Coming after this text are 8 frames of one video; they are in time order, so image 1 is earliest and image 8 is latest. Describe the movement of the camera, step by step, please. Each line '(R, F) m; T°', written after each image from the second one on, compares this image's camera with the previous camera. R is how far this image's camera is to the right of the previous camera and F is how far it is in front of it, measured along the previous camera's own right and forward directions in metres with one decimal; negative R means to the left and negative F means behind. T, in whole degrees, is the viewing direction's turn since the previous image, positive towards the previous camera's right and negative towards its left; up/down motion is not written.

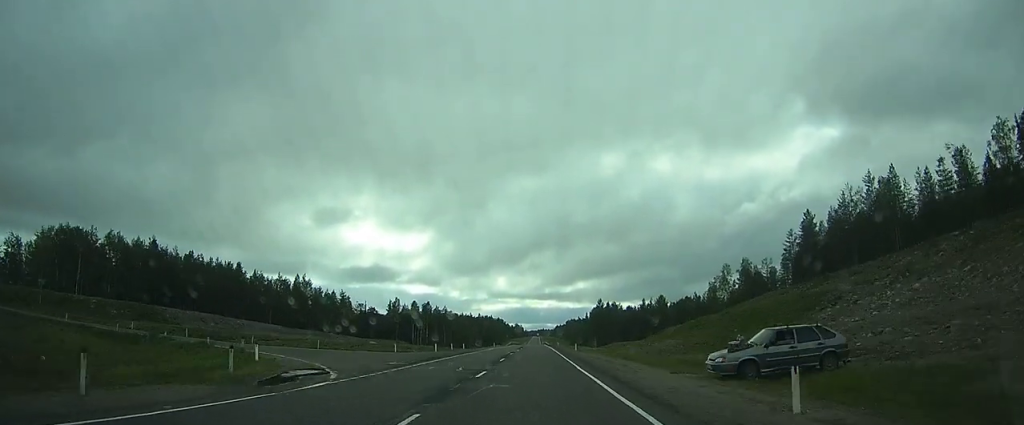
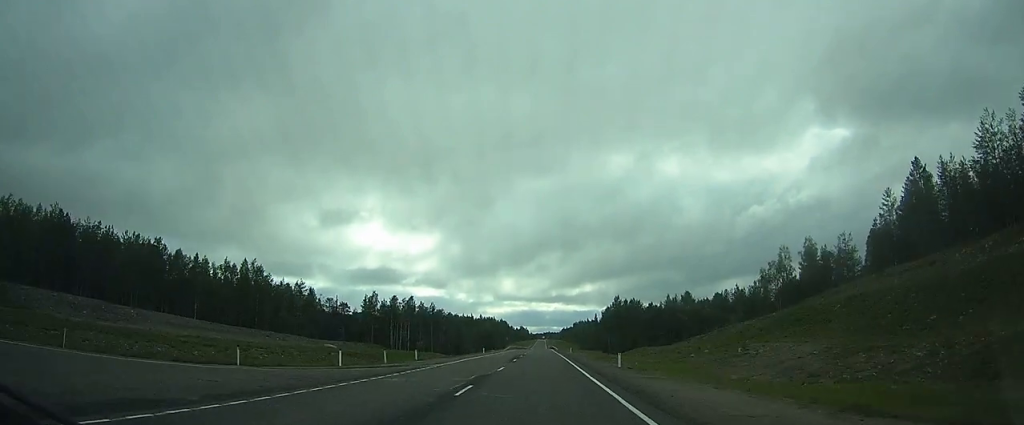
(+0.2, +30.3) m; -1°
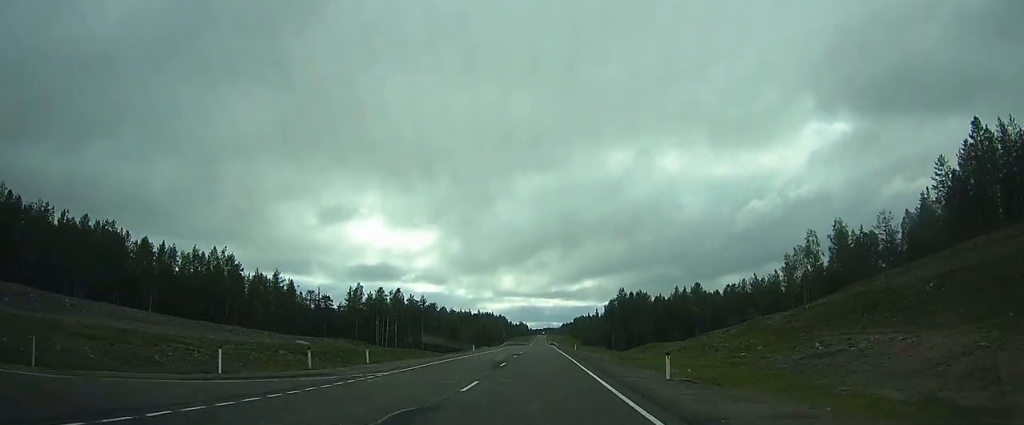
(-0.2, +11.8) m; -1°
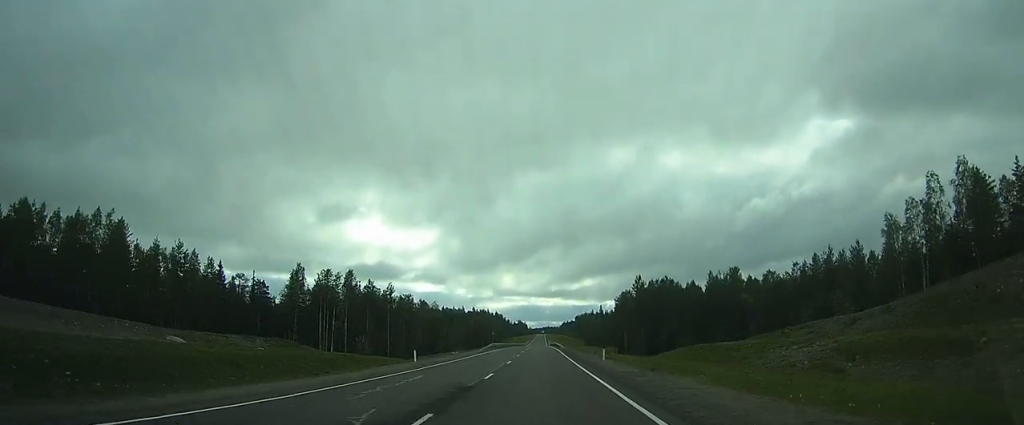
(-0.1, +31.2) m; -1°
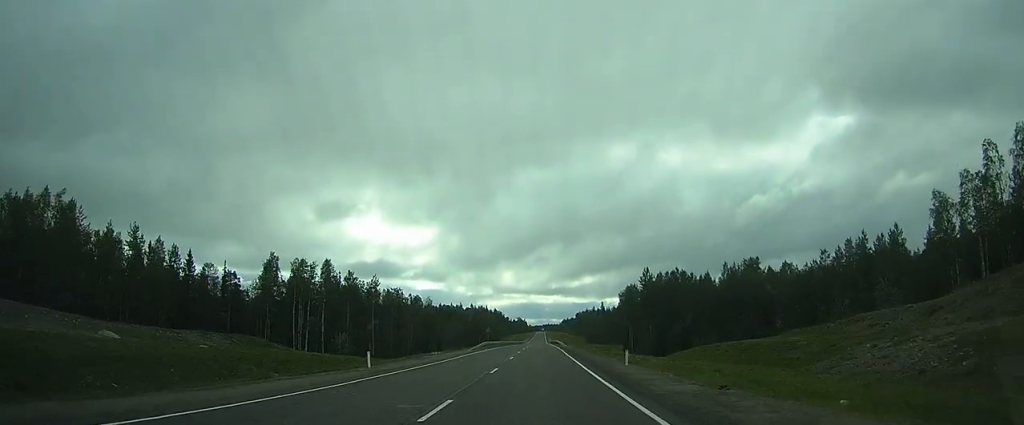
(-0.1, +9.7) m; 0°
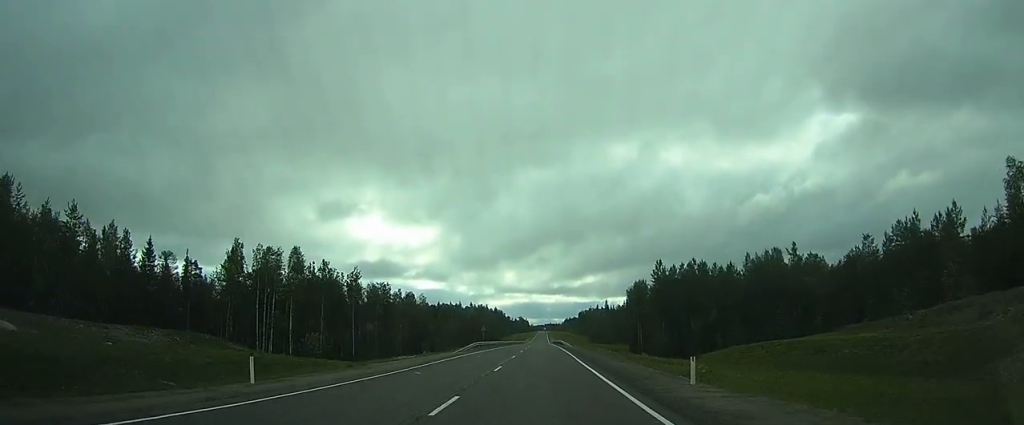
(0.0, +11.1) m; 0°
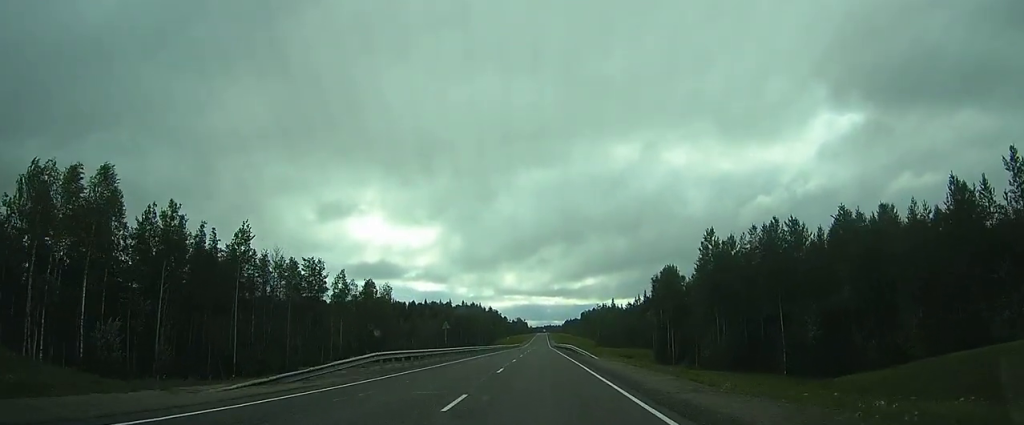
(0.0, +34.2) m; +1°
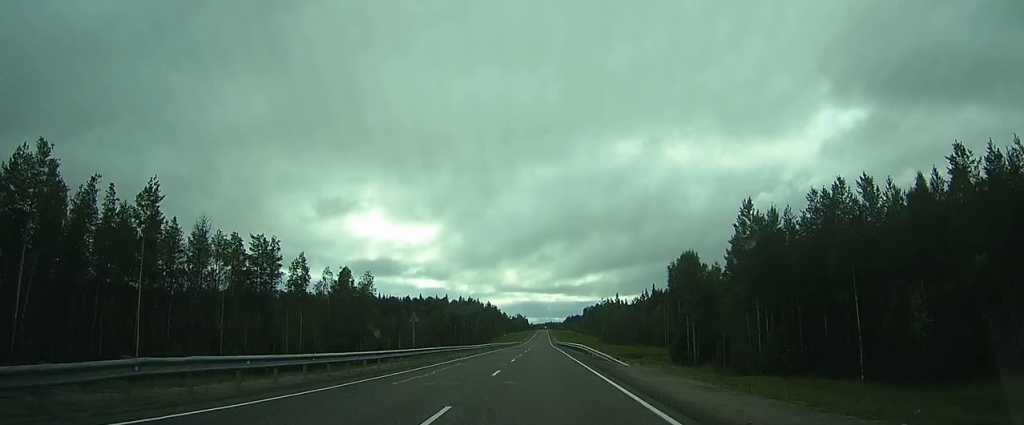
(+0.1, +14.5) m; 0°
